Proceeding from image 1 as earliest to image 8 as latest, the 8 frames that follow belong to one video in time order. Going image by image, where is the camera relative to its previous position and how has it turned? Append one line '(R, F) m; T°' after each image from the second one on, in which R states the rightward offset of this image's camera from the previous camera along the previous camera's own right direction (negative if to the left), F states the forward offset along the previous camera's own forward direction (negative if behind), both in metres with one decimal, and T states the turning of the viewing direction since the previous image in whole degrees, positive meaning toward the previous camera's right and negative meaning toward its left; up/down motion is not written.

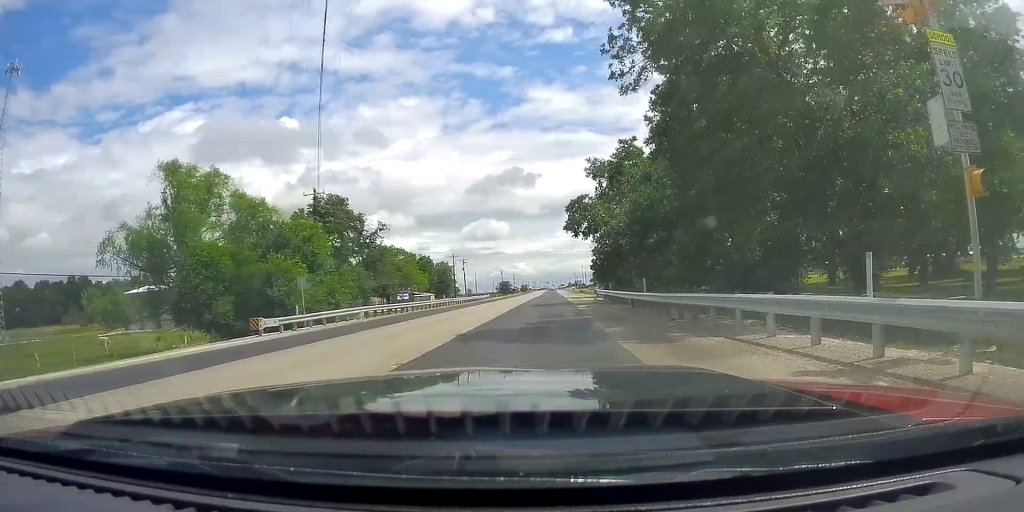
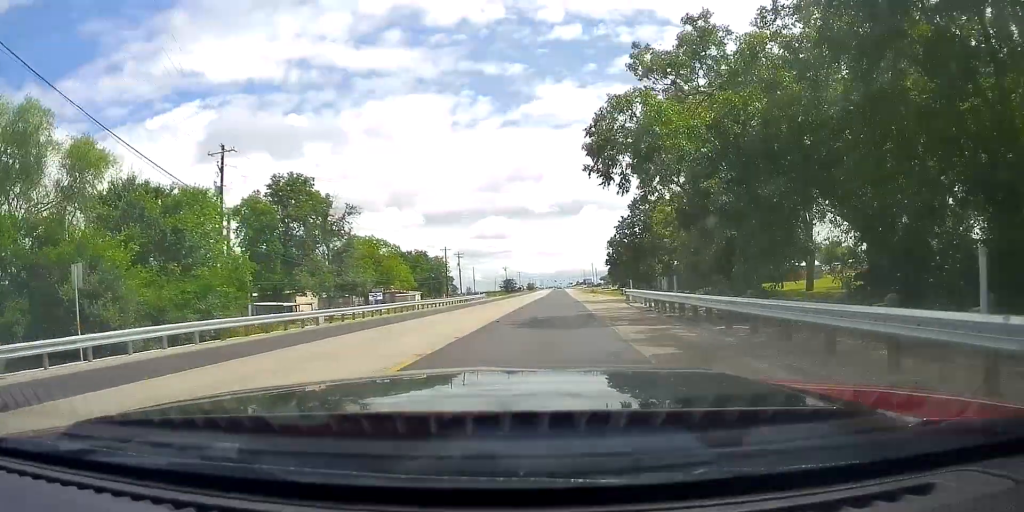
(0.0, +19.4) m; -1°
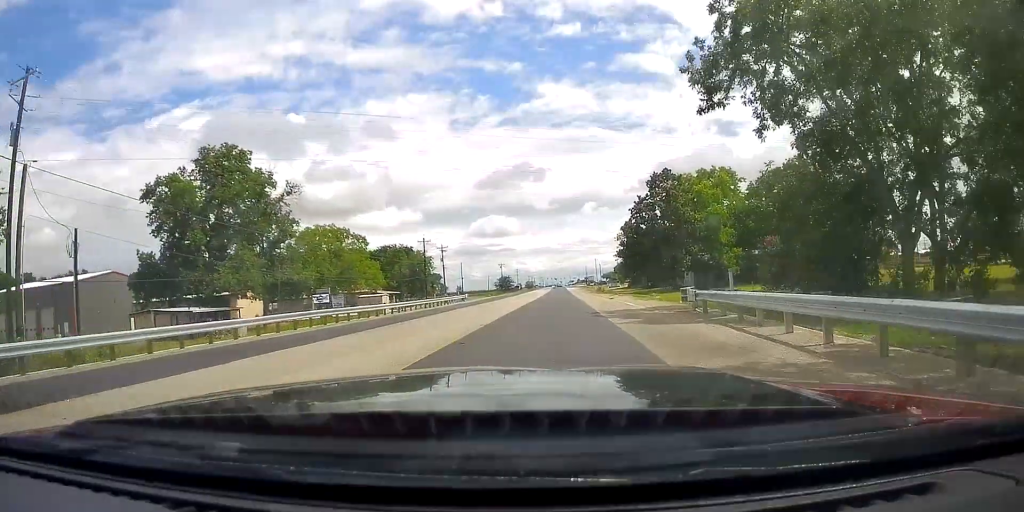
(-0.7, +20.3) m; -2°
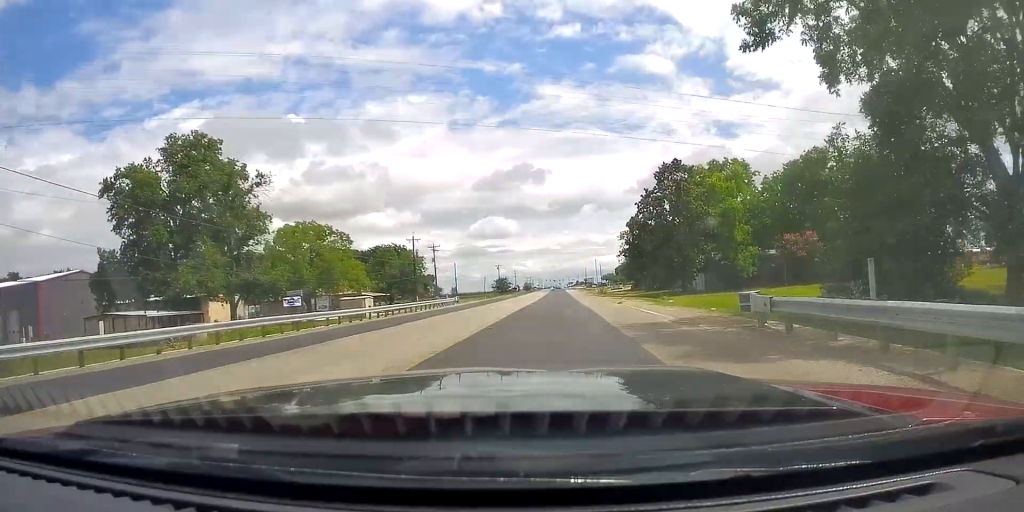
(-0.4, +7.3) m; 0°
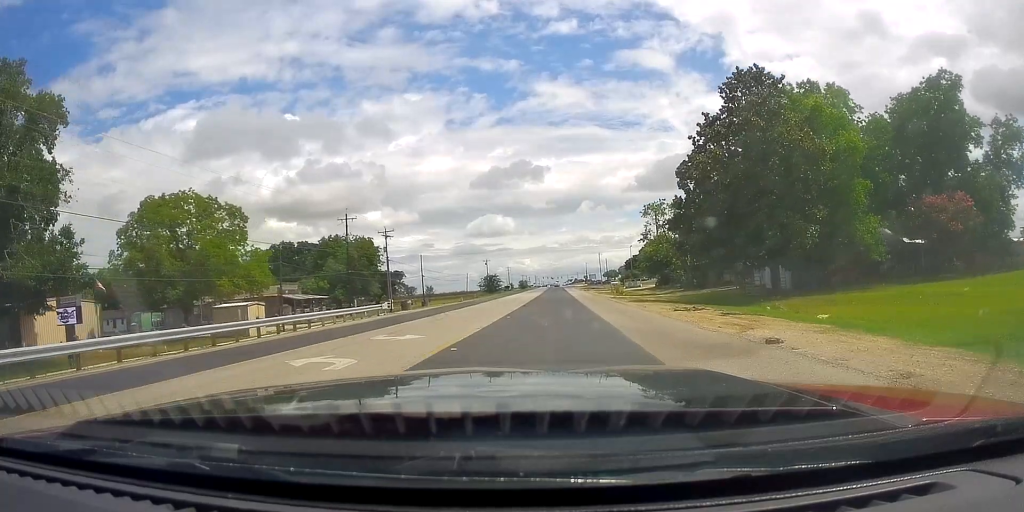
(+1.7, +31.0) m; +3°
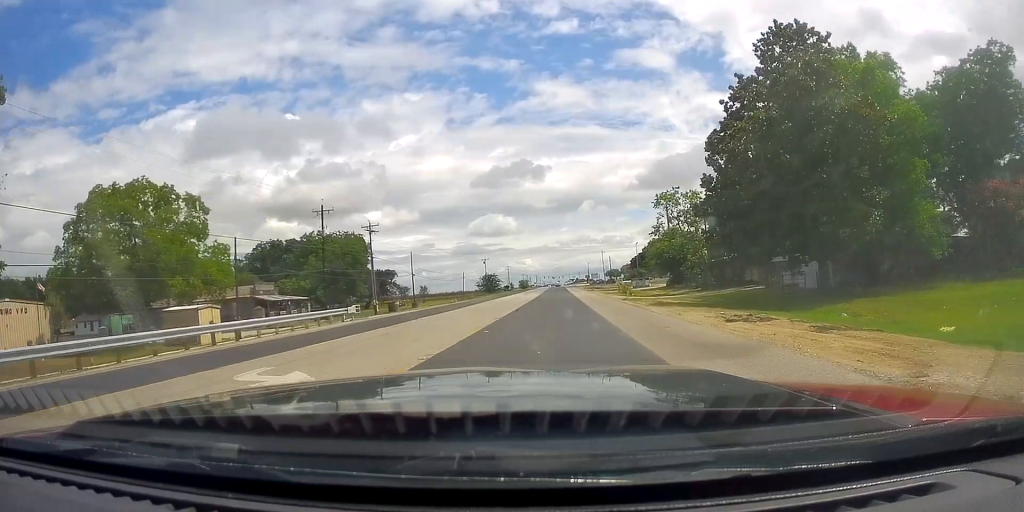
(0.0, +7.7) m; 0°
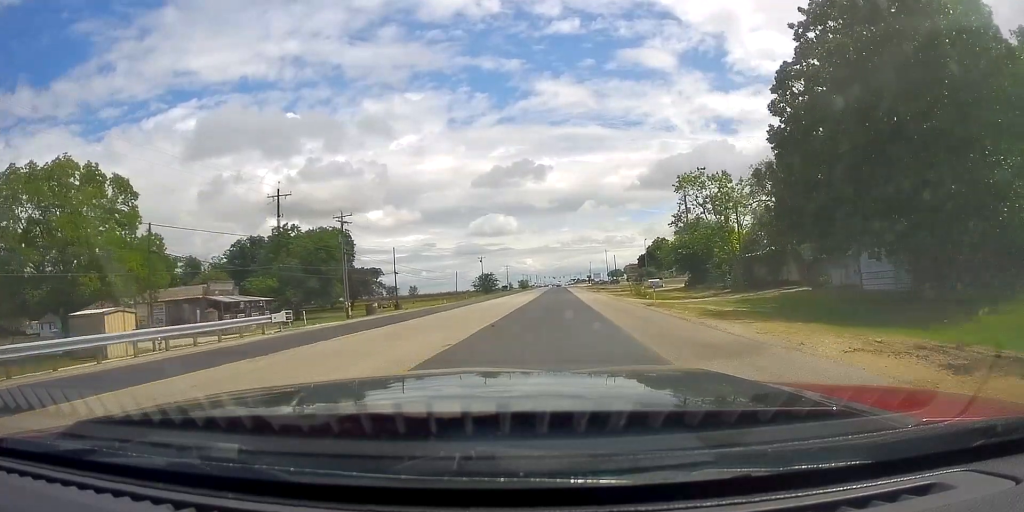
(0.0, +10.5) m; 0°
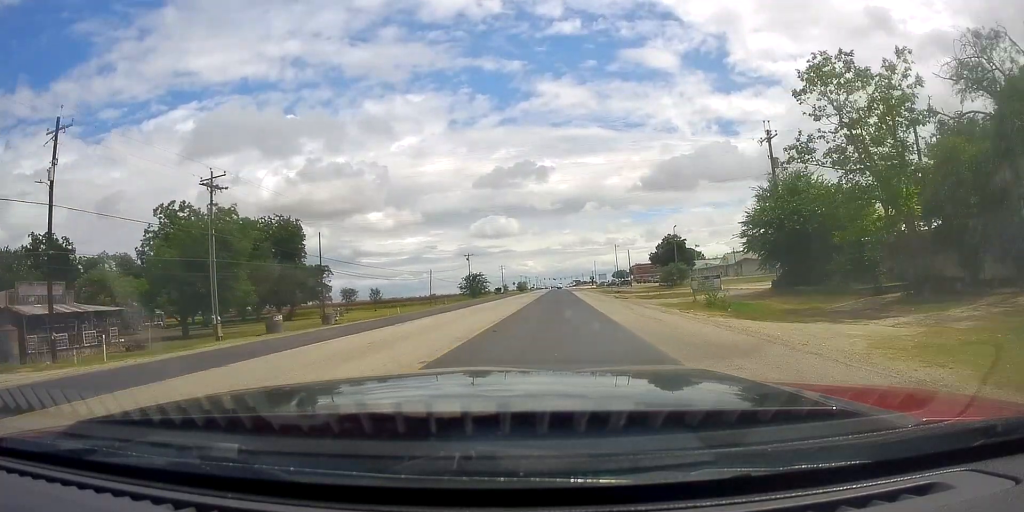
(0.0, +27.1) m; 0°
